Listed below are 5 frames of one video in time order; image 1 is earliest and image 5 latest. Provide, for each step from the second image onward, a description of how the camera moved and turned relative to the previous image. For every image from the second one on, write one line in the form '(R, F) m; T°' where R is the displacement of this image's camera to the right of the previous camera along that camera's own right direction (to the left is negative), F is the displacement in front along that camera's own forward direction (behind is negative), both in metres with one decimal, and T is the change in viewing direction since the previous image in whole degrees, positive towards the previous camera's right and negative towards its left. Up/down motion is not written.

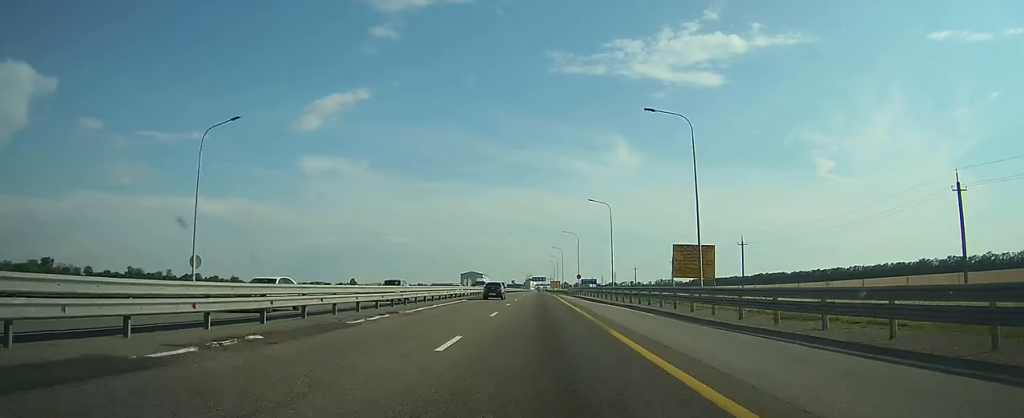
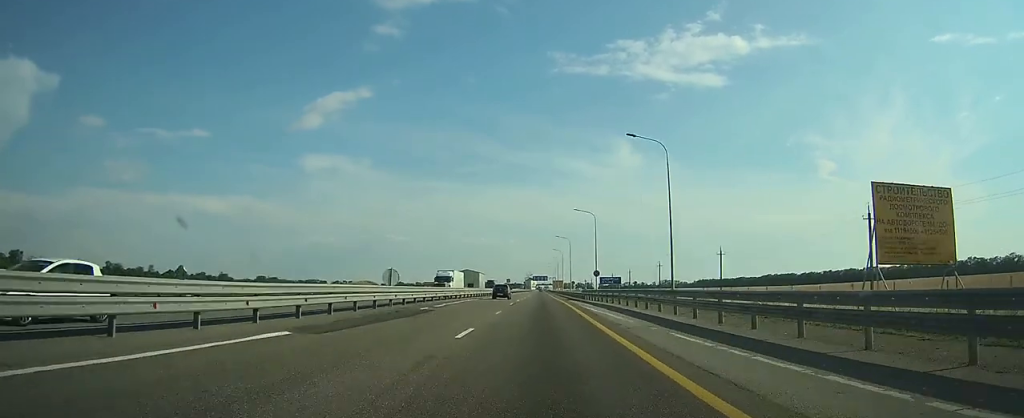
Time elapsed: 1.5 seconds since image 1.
(-0.1, +33.8) m; 0°
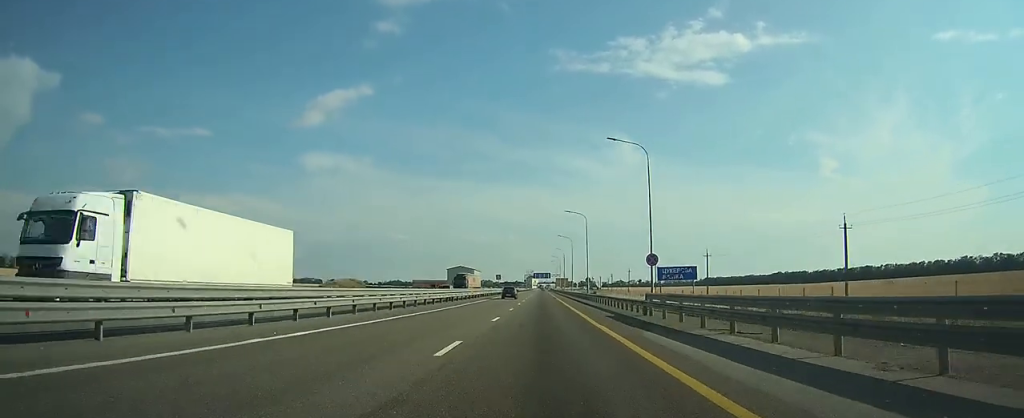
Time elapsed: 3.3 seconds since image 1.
(0.0, +39.8) m; 0°
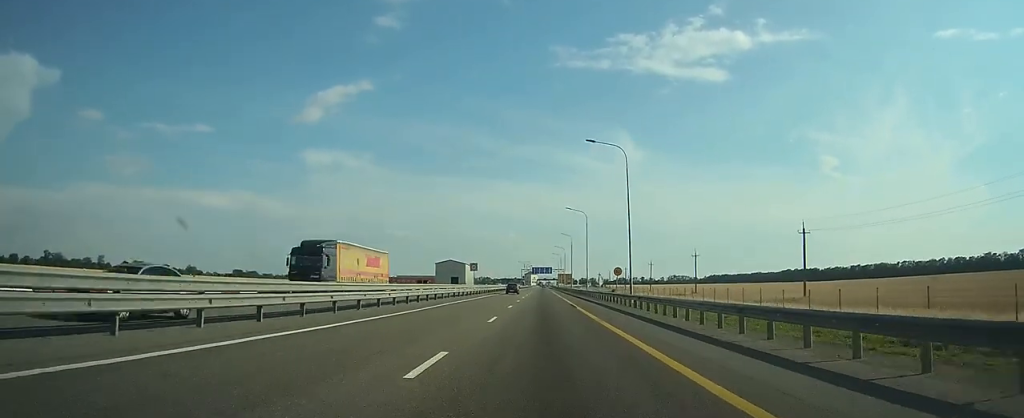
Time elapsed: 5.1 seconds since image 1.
(-0.3, +39.0) m; 0°
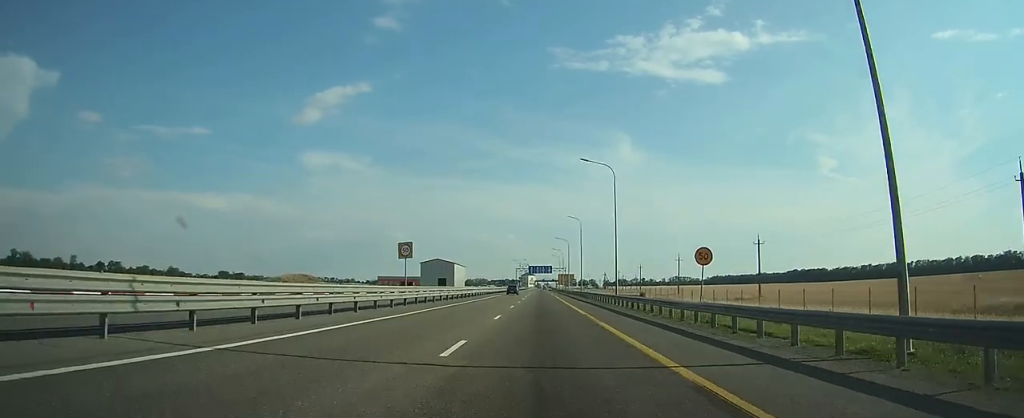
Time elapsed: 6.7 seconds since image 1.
(+0.1, +33.3) m; 0°
